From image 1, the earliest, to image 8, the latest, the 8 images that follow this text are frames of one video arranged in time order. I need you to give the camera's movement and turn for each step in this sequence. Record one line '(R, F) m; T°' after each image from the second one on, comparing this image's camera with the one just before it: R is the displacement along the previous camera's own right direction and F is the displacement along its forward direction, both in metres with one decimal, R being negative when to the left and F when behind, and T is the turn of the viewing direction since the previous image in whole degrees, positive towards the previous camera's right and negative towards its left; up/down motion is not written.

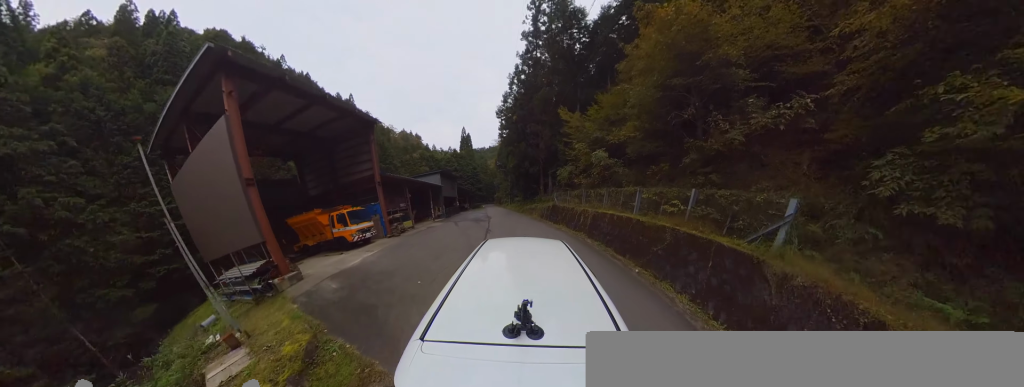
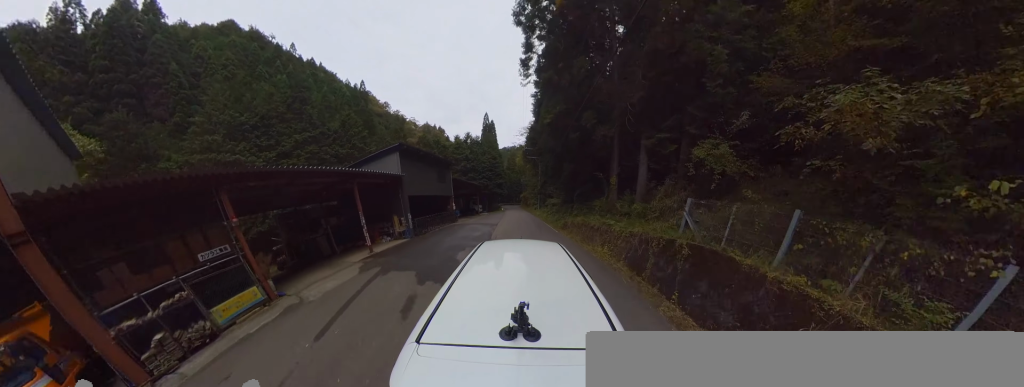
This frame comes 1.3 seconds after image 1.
(-2.1, +13.6) m; -6°
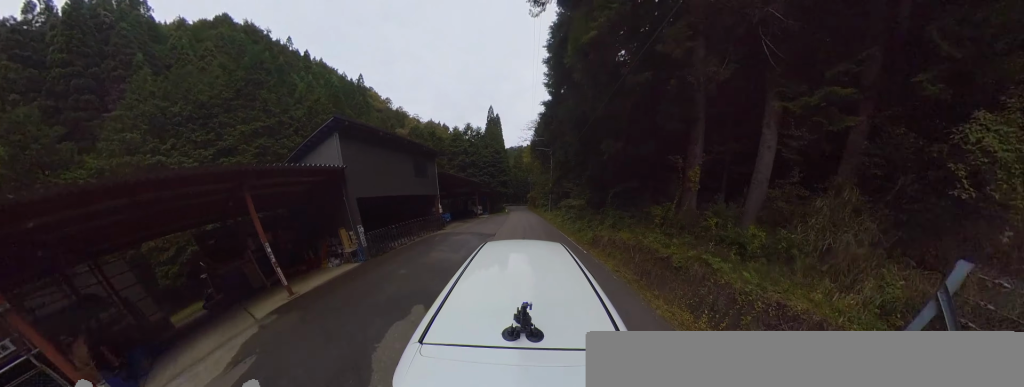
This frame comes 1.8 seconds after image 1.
(+0.5, +5.1) m; +1°
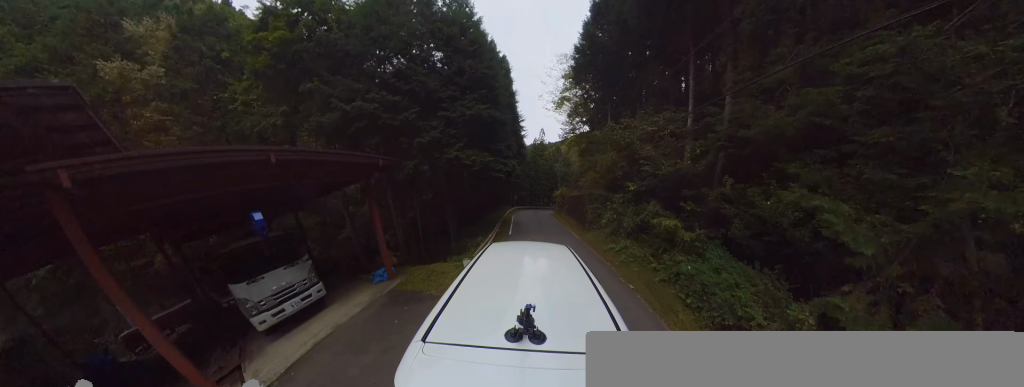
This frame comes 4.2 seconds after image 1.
(-2.6, +25.2) m; -12°
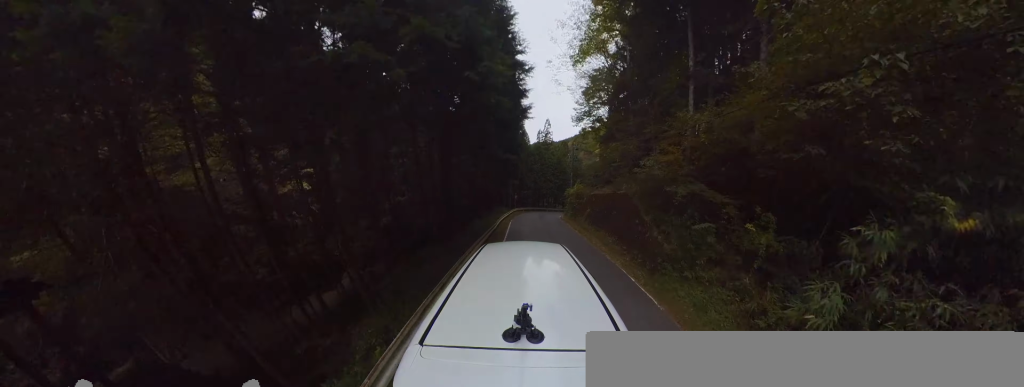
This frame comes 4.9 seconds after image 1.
(-0.1, +7.3) m; +3°
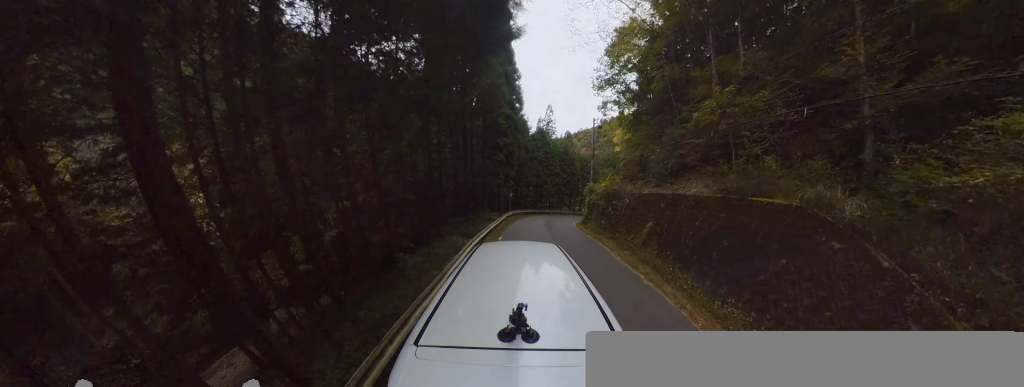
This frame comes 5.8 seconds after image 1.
(+0.6, +8.4) m; +7°
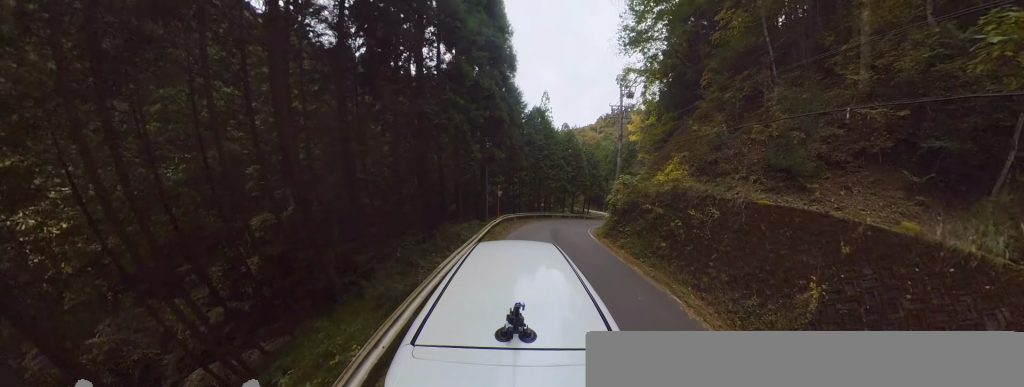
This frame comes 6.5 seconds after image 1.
(+0.3, +6.0) m; +9°
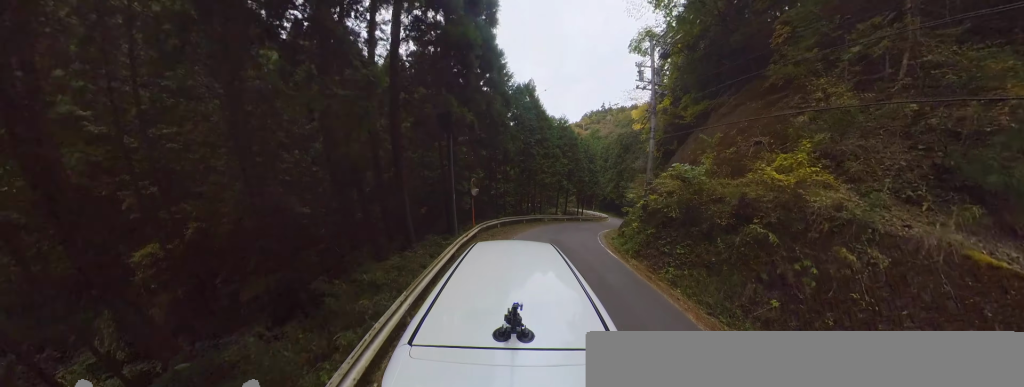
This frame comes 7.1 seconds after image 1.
(-0.2, +4.9) m; +9°
